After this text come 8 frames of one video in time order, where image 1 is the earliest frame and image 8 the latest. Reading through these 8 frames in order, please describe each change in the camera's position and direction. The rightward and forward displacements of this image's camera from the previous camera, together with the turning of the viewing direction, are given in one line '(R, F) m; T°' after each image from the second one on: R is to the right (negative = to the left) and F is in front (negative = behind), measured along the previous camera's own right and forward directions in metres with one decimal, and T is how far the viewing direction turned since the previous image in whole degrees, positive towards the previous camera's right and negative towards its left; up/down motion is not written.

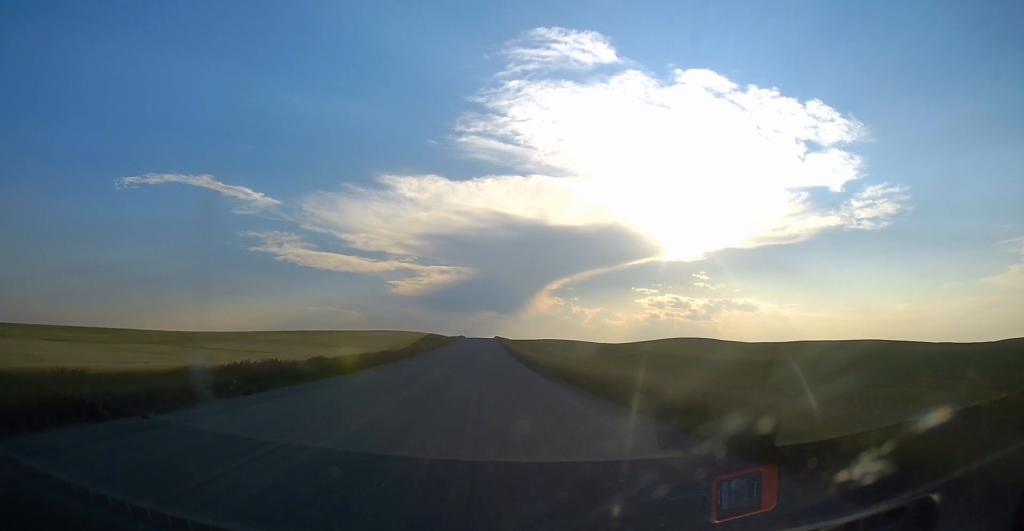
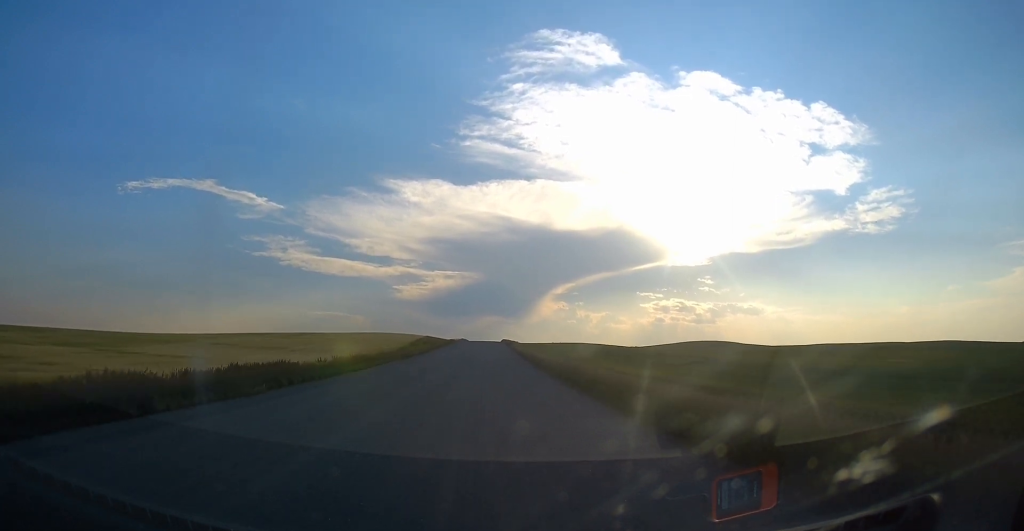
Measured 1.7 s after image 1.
(-0.4, +29.5) m; -1°
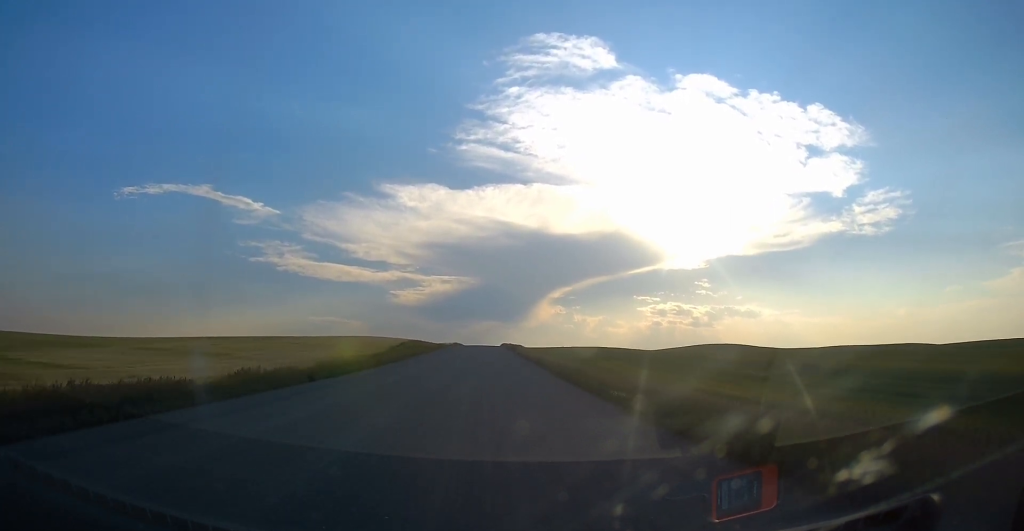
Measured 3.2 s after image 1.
(0.0, +27.1) m; 0°
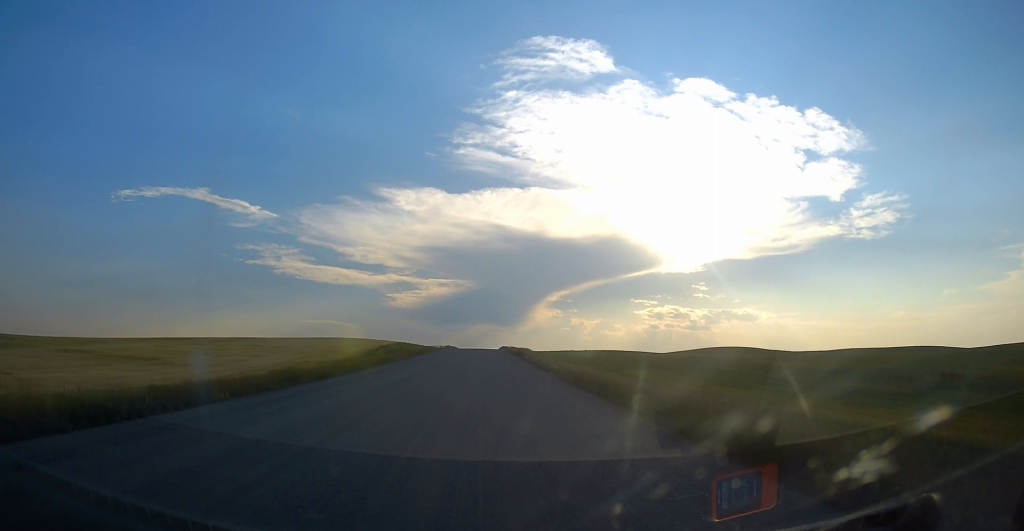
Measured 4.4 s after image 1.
(0.0, +20.6) m; 0°
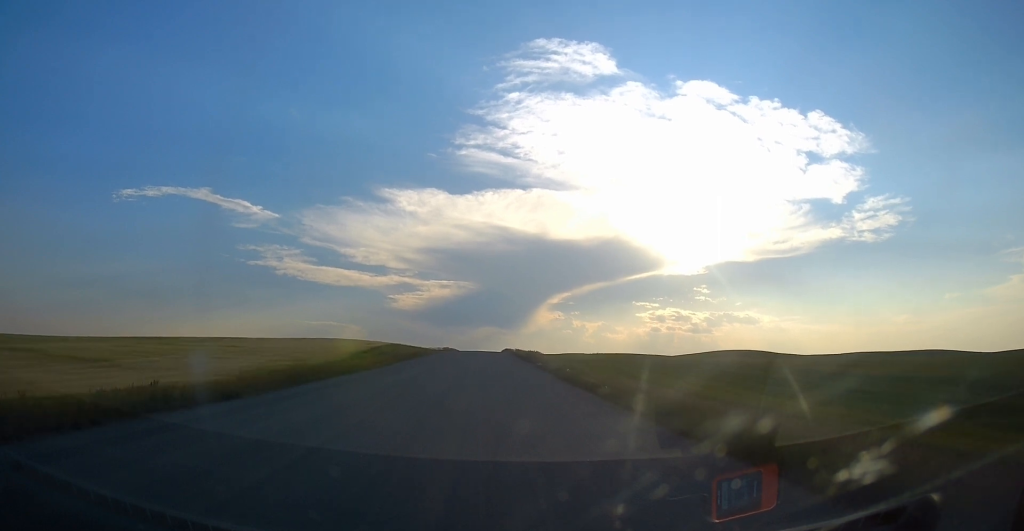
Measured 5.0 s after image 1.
(0.0, +11.1) m; 0°
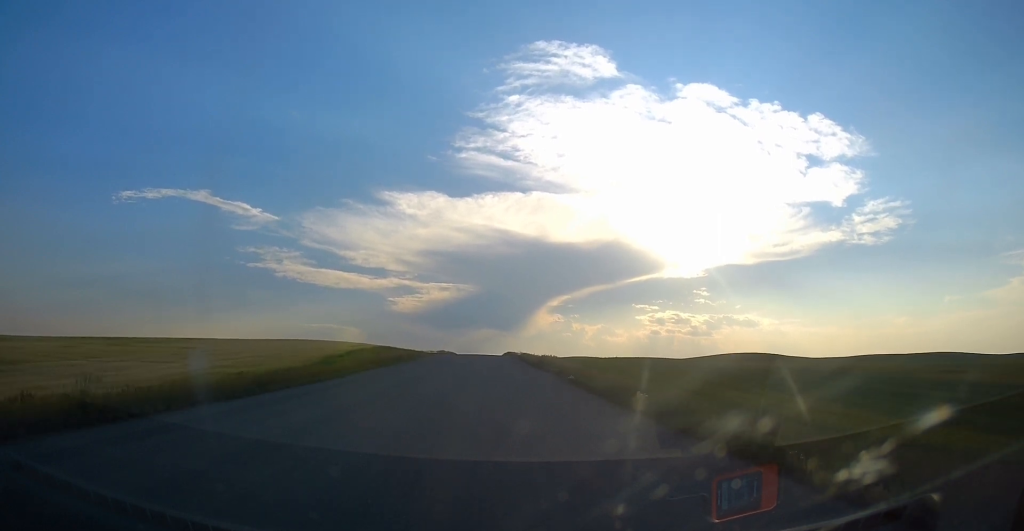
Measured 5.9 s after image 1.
(0.0, +15.0) m; 0°
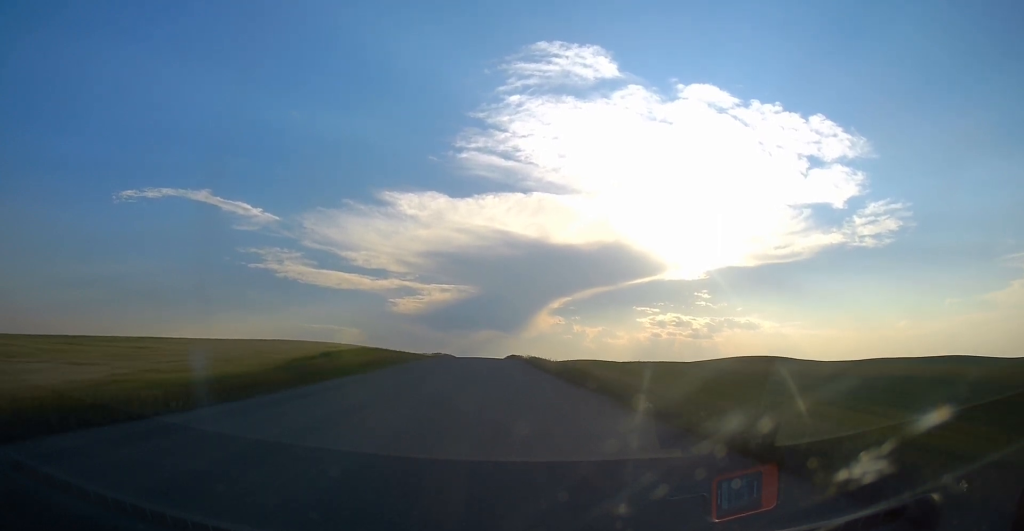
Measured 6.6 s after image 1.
(0.0, +12.6) m; 0°
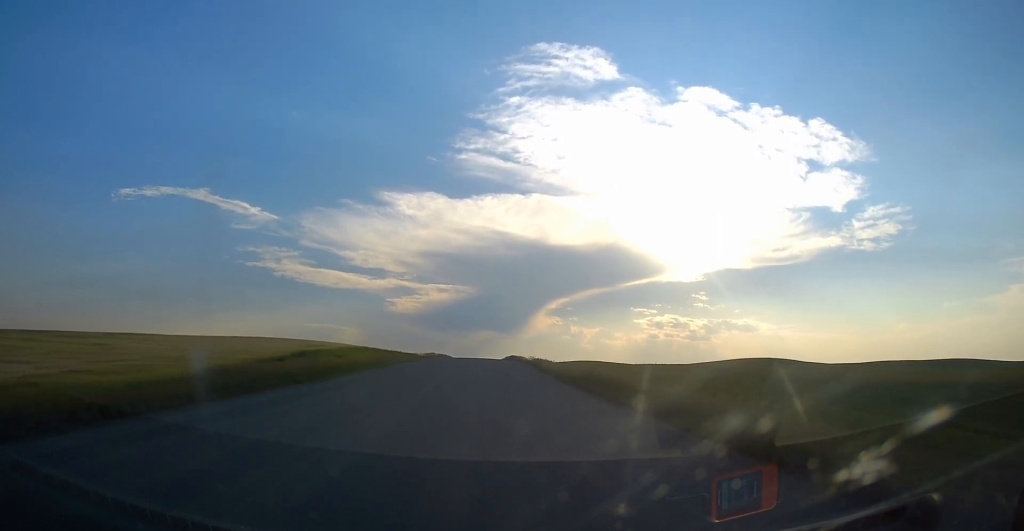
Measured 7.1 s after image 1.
(0.0, +8.5) m; 0°
